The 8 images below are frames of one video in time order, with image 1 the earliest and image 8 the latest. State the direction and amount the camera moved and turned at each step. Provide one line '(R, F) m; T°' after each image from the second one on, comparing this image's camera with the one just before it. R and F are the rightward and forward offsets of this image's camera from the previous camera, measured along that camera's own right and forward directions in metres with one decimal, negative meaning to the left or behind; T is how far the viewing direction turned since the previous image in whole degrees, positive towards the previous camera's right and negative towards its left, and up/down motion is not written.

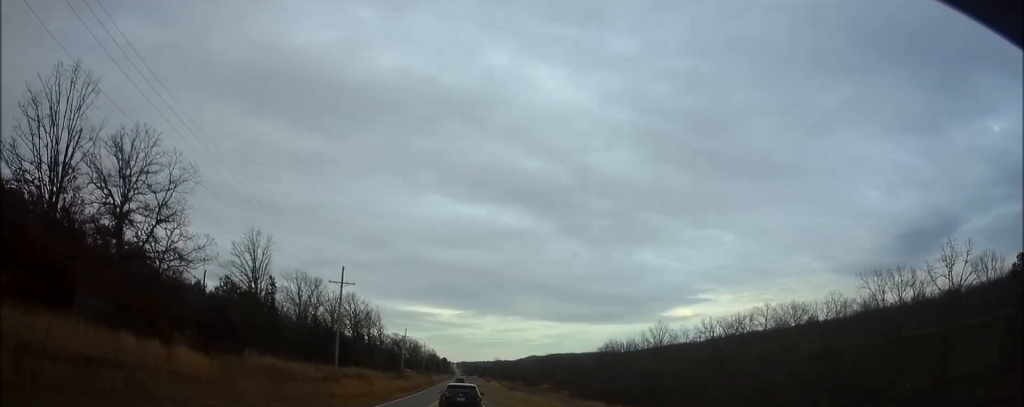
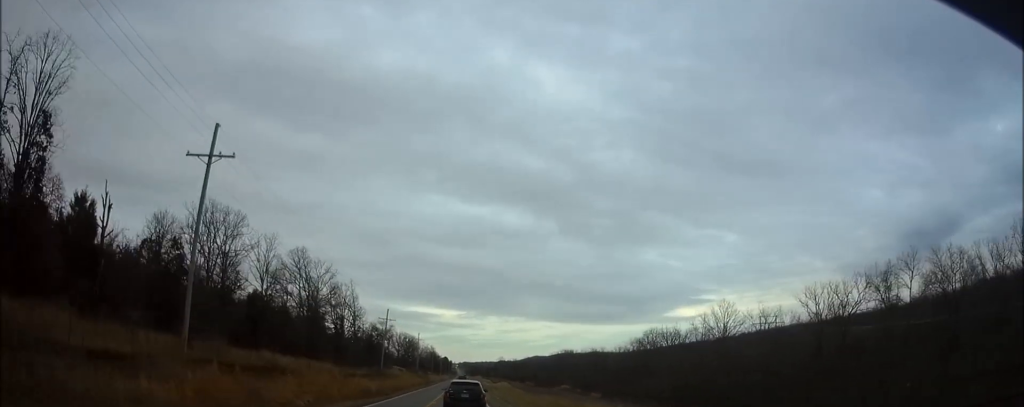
(0.0, +39.3) m; 0°
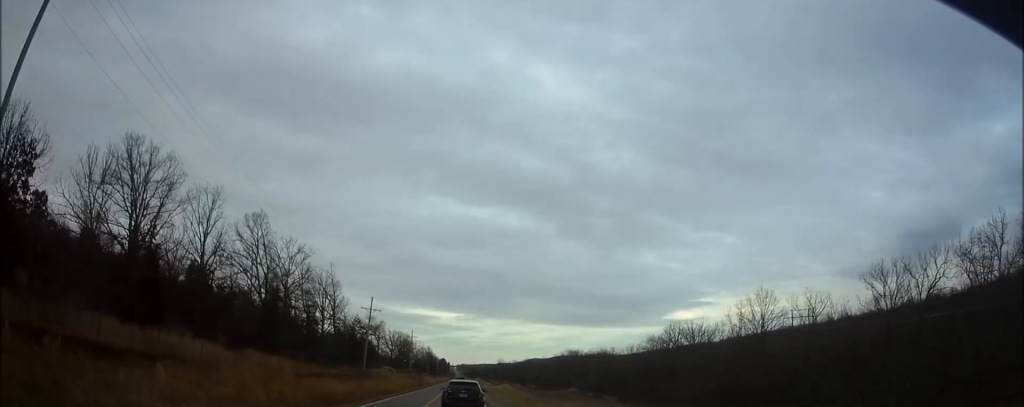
(+0.1, +17.0) m; 0°
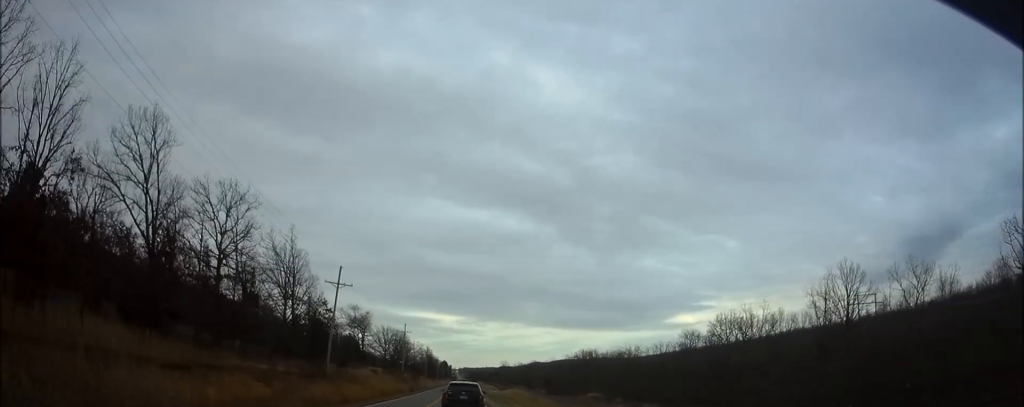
(-0.1, +25.6) m; 0°
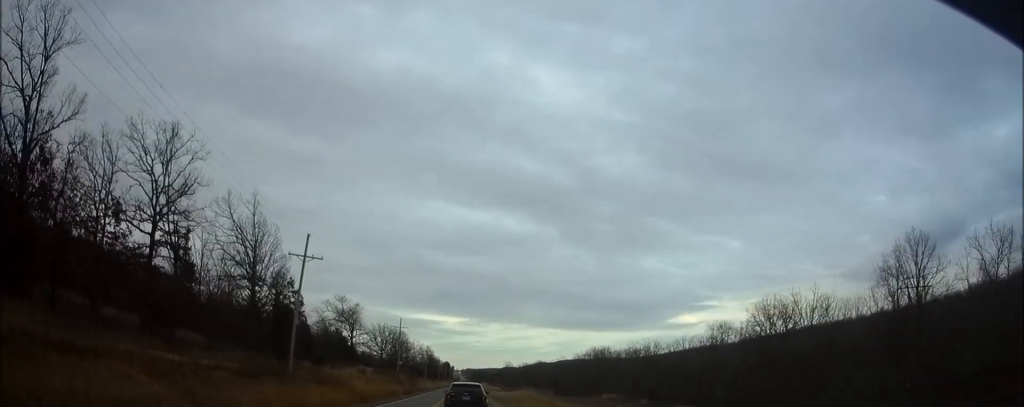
(-0.1, +15.2) m; 0°
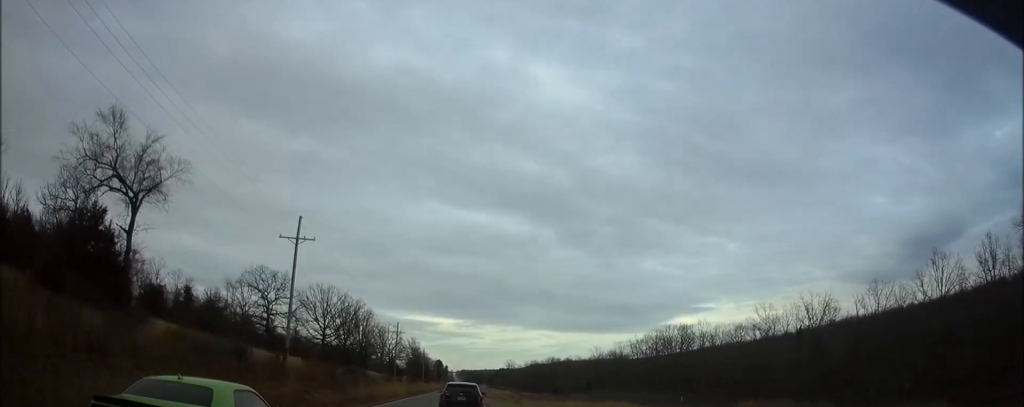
(+0.5, +75.8) m; 0°
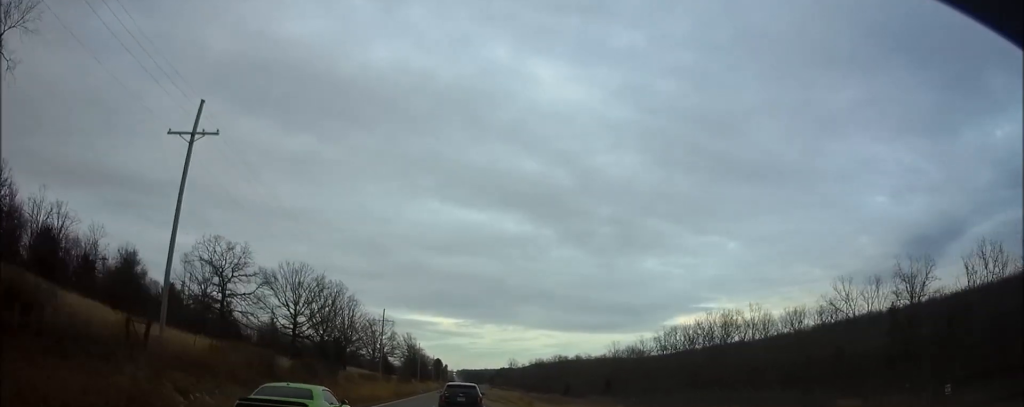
(0.0, +21.2) m; 0°
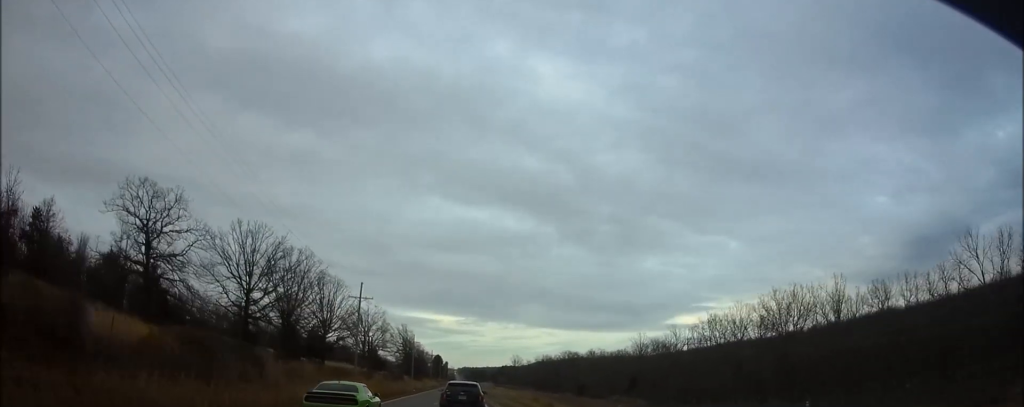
(-0.1, +23.2) m; 0°
